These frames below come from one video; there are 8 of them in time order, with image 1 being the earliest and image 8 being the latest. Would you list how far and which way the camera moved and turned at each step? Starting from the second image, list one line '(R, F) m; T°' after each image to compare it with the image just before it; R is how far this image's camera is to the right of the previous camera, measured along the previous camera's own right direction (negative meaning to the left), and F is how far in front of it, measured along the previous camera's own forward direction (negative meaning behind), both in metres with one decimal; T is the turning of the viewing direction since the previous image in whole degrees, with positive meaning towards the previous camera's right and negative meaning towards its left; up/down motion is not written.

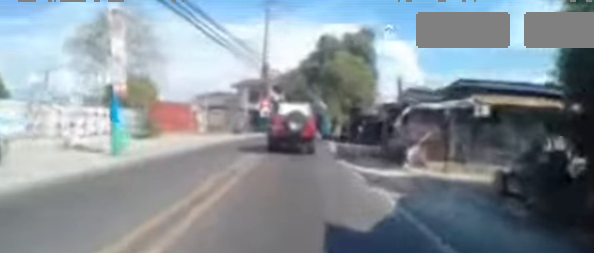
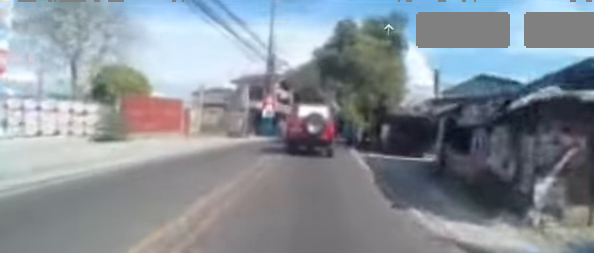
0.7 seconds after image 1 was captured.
(0.0, +4.8) m; 0°
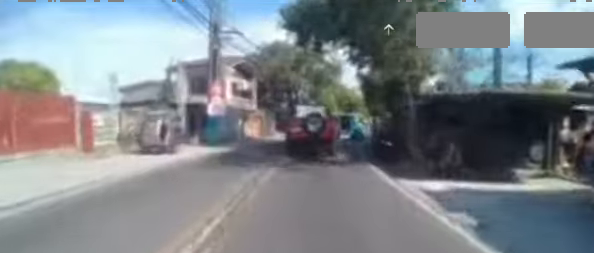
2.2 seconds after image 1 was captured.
(+0.1, +9.0) m; +5°
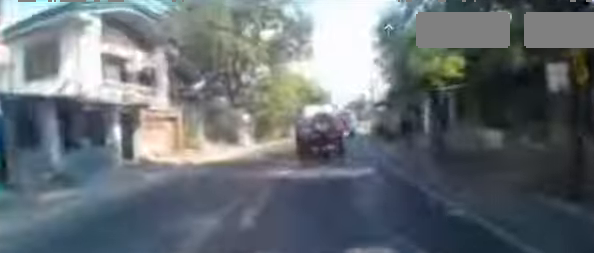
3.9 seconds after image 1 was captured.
(+1.1, +11.3) m; +7°
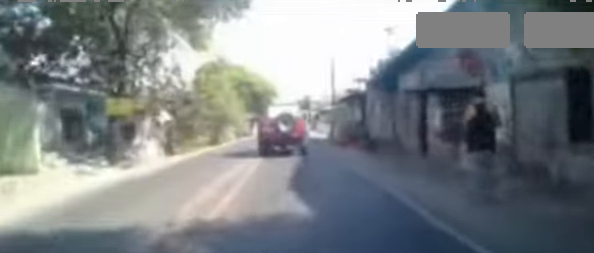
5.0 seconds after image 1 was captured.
(0.0, +7.3) m; +8°
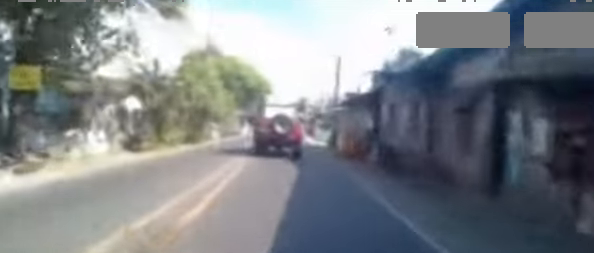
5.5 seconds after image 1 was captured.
(+0.4, +3.6) m; +3°
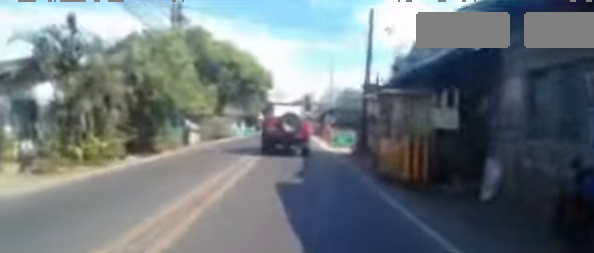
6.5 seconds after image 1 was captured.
(+0.3, +6.5) m; +2°
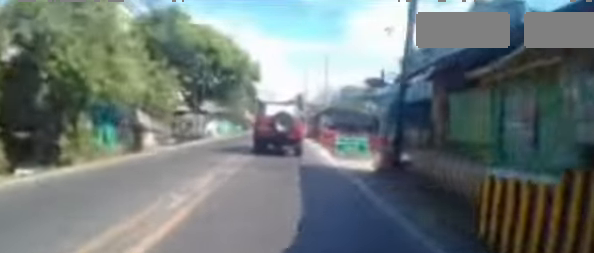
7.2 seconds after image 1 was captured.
(-0.2, +4.5) m; 0°
